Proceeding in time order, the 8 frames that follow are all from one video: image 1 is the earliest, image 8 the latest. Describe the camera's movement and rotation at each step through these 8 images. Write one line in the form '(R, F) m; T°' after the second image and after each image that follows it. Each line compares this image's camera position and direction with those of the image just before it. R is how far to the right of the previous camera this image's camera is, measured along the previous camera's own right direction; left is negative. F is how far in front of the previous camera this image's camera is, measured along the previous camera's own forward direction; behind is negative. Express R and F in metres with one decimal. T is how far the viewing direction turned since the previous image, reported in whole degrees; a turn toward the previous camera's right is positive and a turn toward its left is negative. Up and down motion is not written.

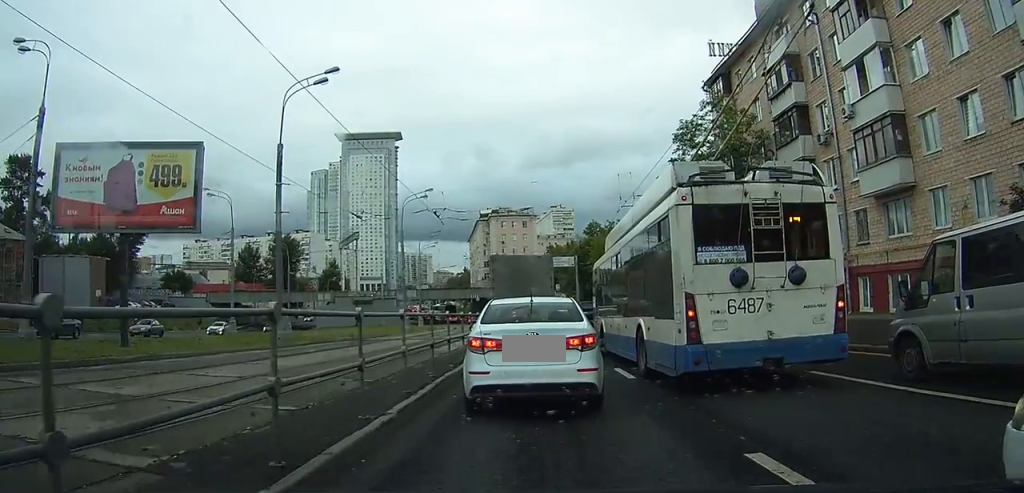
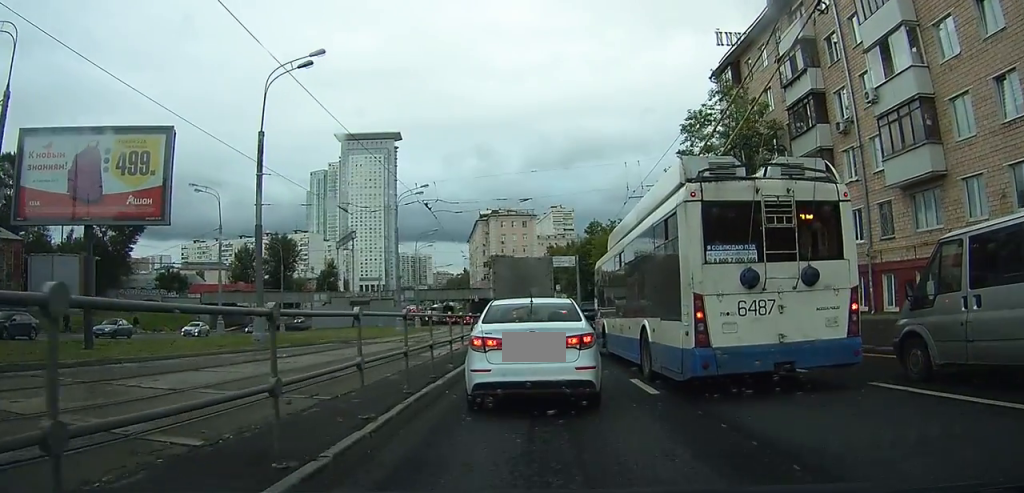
(0.0, +2.0) m; 0°
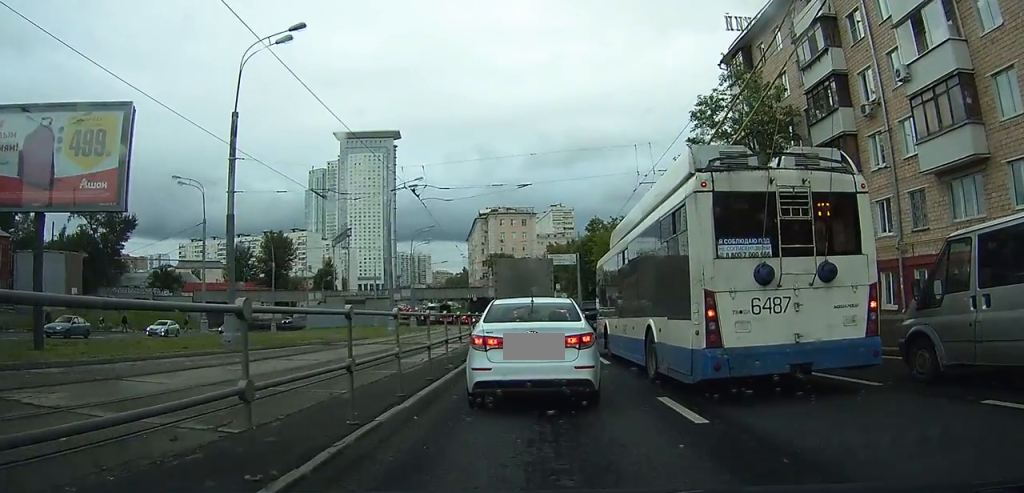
(0.0, +2.3) m; 0°
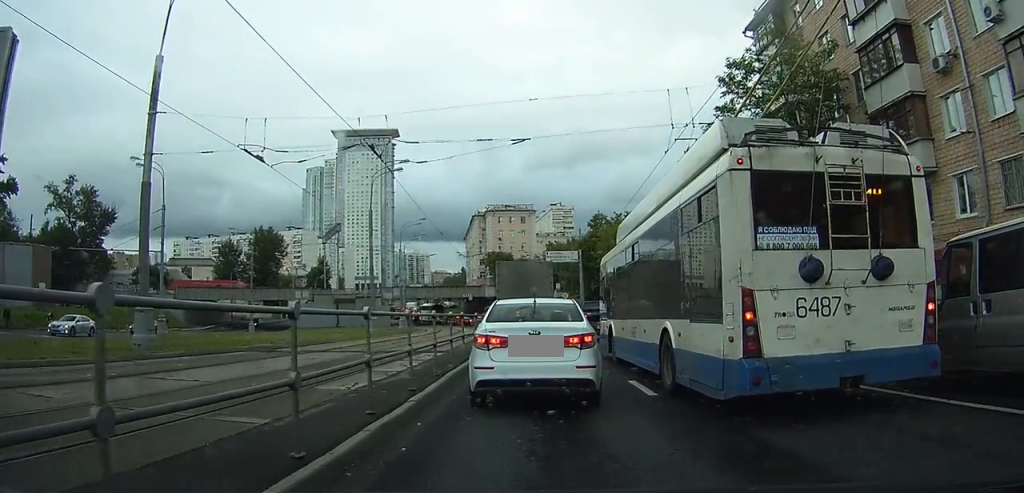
(0.0, +5.2) m; 0°
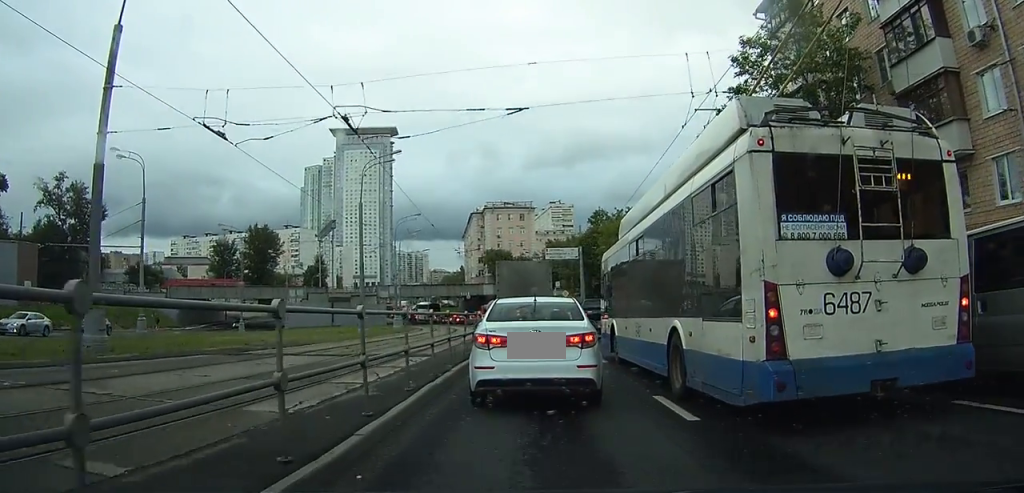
(0.0, +2.2) m; 0°
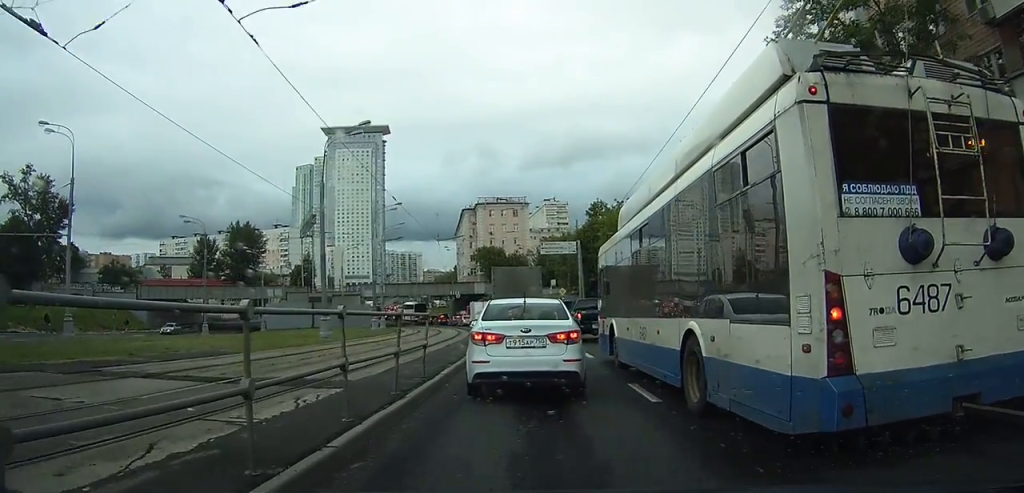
(+0.1, +6.9) m; 0°
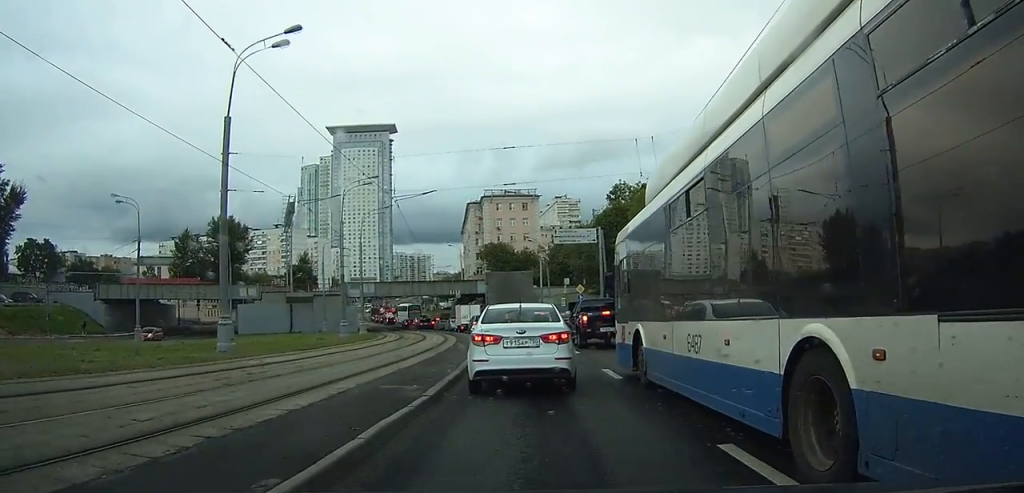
(-0.1, +12.5) m; +1°
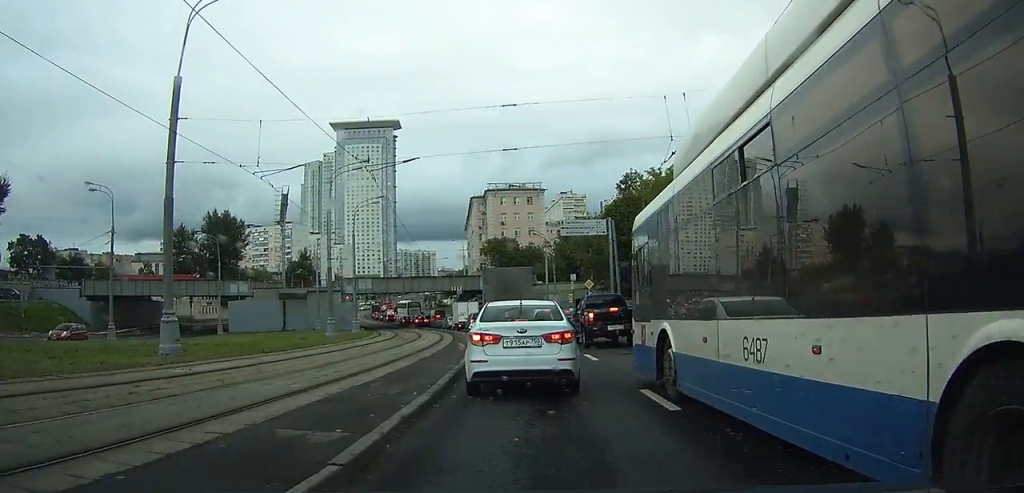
(0.0, +3.7) m; 0°
